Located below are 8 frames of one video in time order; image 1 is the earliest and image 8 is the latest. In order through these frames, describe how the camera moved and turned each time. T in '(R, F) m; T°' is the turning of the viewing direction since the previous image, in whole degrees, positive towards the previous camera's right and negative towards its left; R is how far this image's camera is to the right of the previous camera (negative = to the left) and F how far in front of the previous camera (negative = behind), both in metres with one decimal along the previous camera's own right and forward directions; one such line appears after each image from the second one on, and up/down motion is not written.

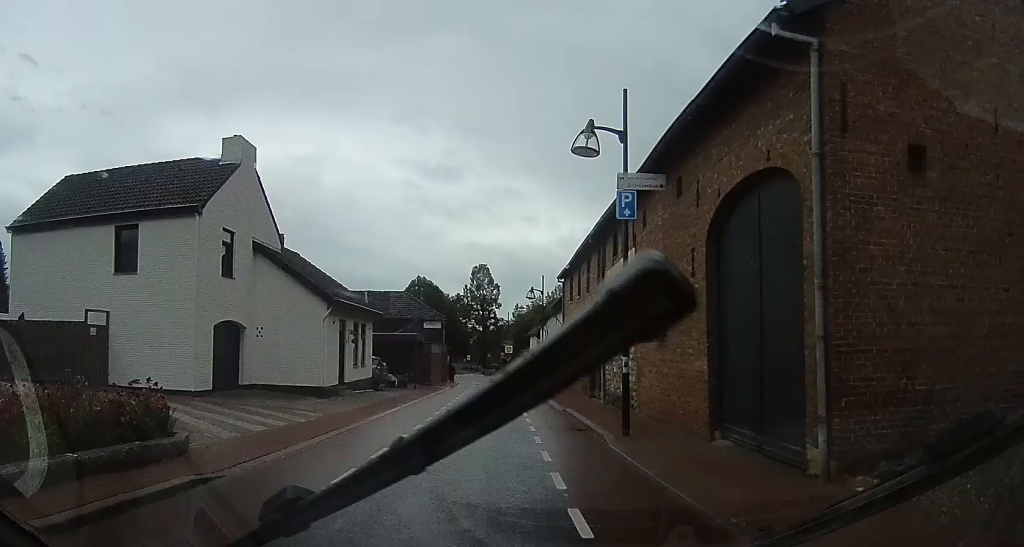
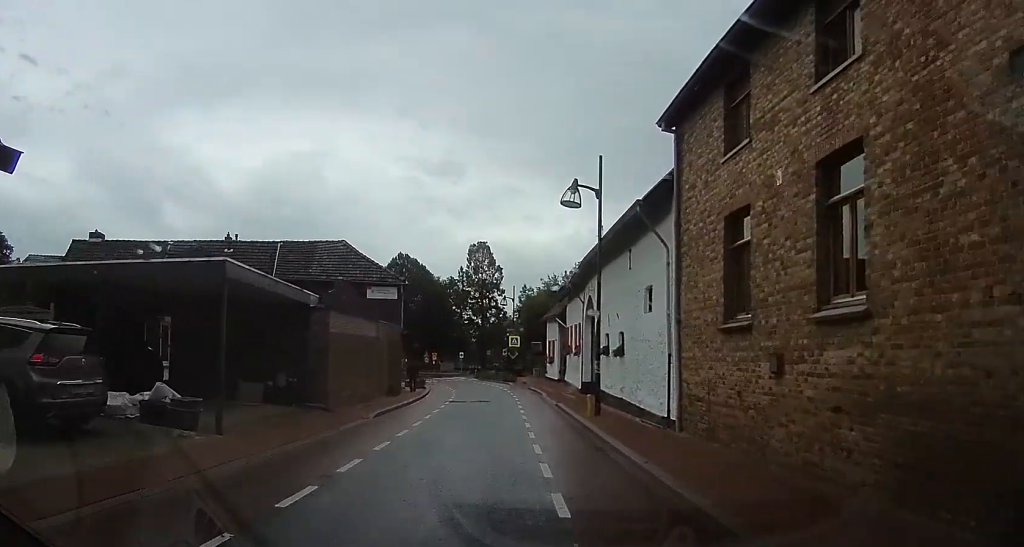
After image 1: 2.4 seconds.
(0.0, +21.9) m; +1°
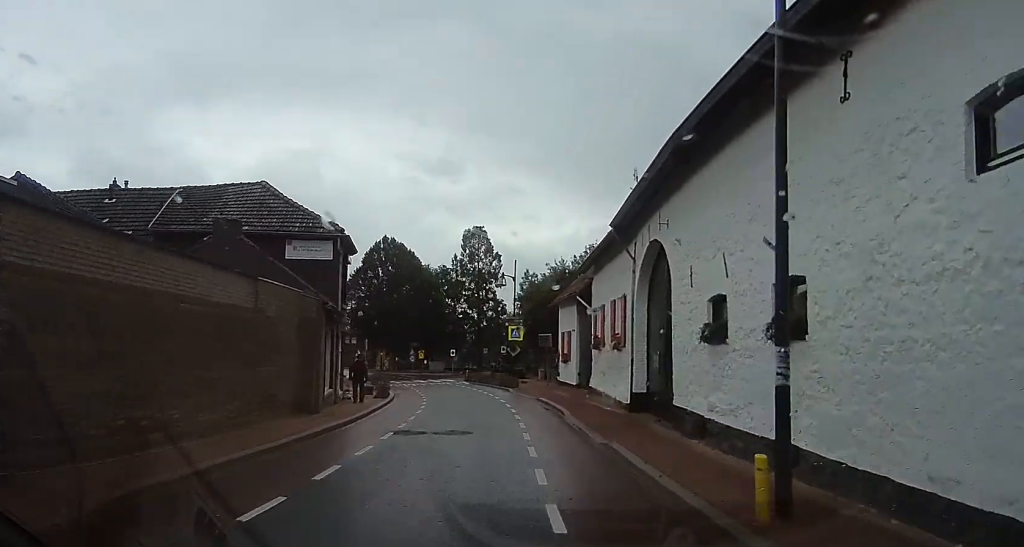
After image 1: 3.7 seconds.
(+0.3, +10.6) m; +1°
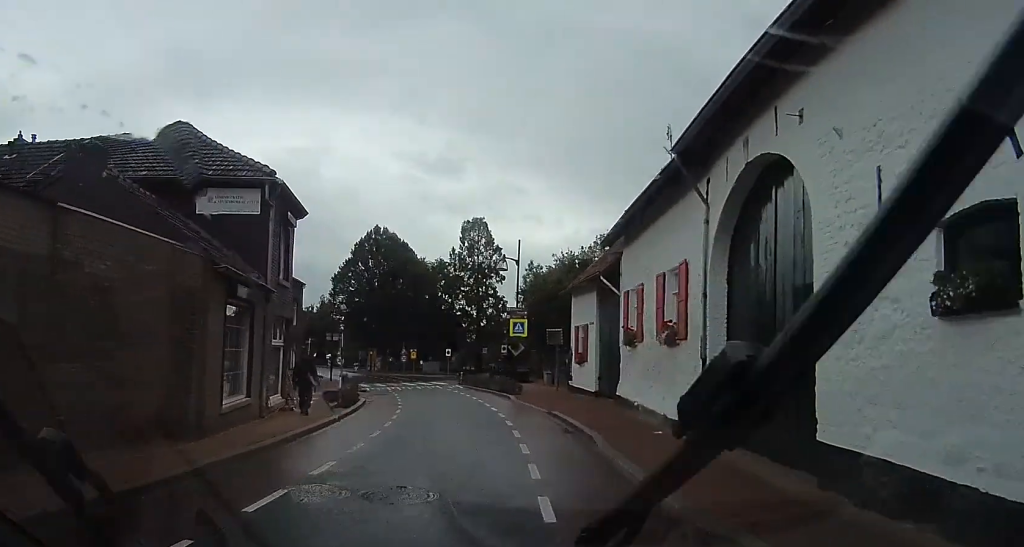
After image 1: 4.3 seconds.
(-0.2, +5.7) m; -1°
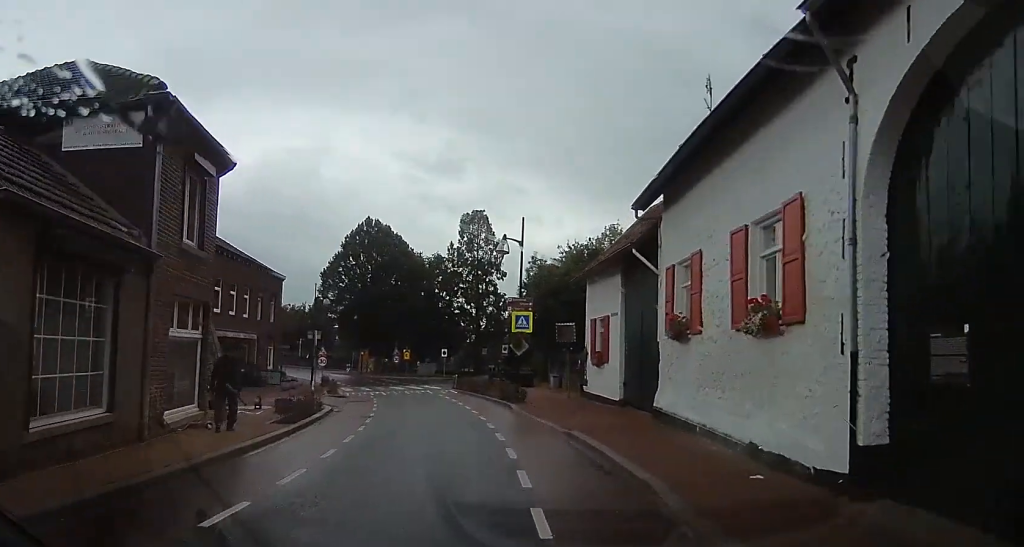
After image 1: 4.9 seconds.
(-0.1, +4.6) m; -1°
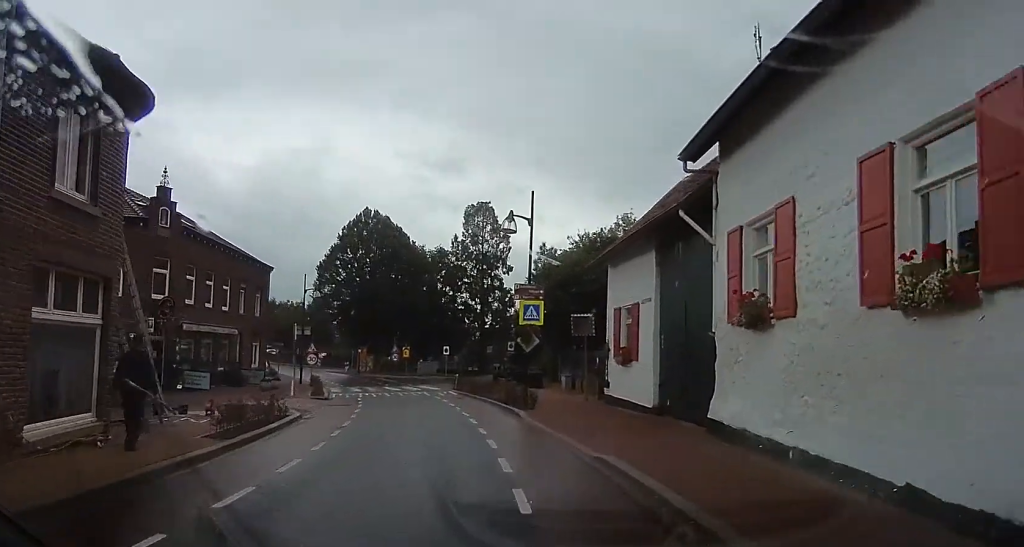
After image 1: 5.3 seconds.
(0.0, +3.4) m; -2°
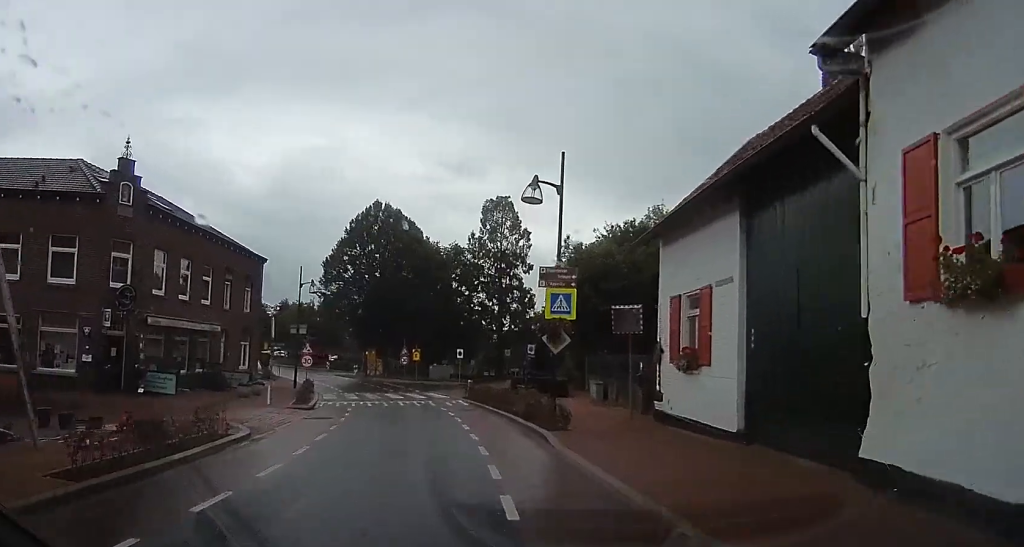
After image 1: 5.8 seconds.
(+0.2, +4.3) m; -2°
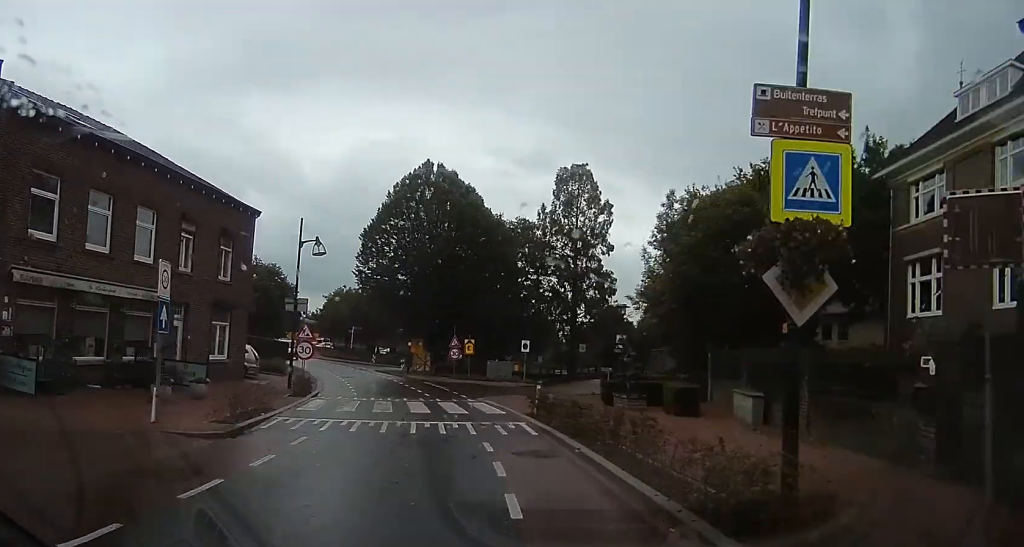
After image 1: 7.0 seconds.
(-0.5, +10.1) m; 0°
